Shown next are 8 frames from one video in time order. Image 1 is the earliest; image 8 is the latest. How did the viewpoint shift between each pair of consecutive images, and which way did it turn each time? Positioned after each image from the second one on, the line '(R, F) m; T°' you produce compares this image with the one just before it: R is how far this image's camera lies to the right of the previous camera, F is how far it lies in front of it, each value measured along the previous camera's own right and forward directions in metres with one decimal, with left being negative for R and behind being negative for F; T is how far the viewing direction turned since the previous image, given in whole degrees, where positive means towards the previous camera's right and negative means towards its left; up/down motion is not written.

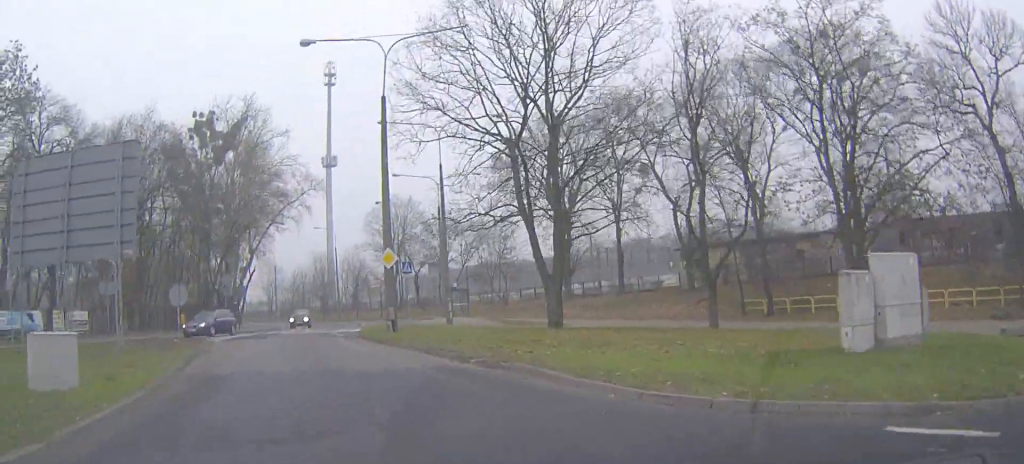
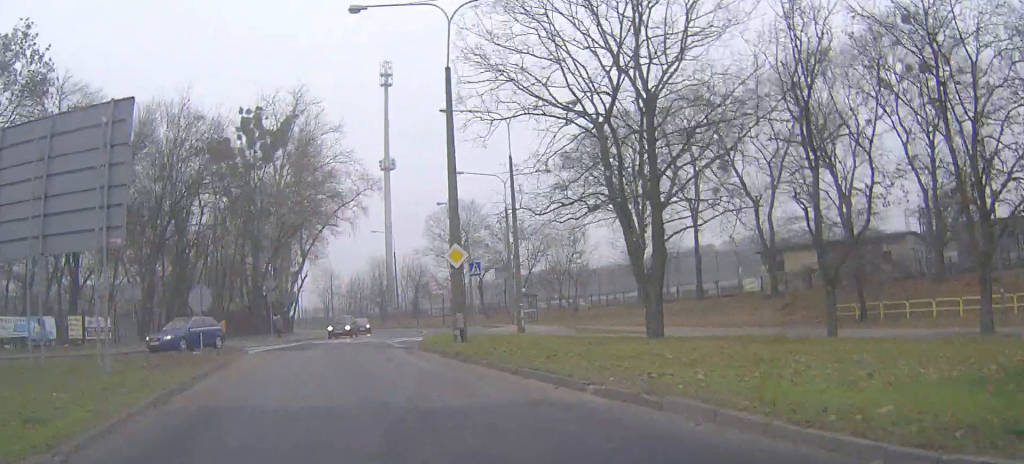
(-0.2, +4.3) m; -6°
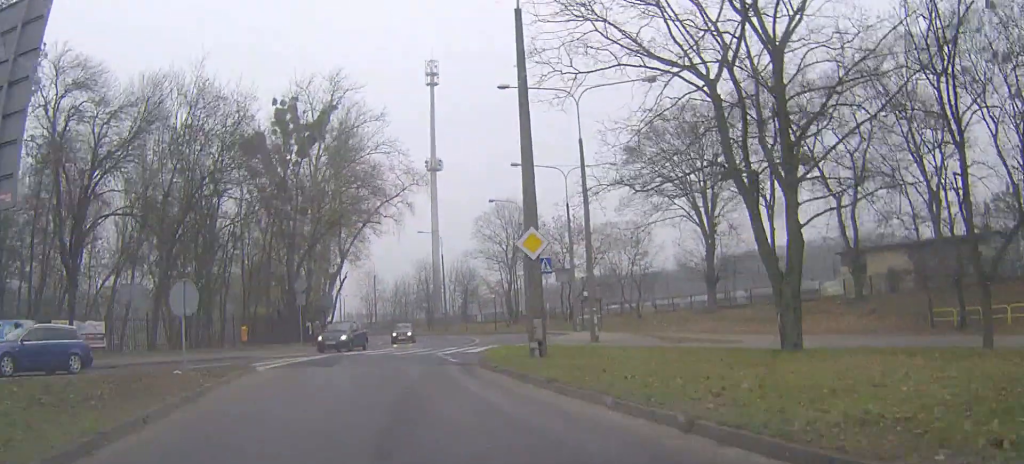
(-0.4, +5.9) m; -6°
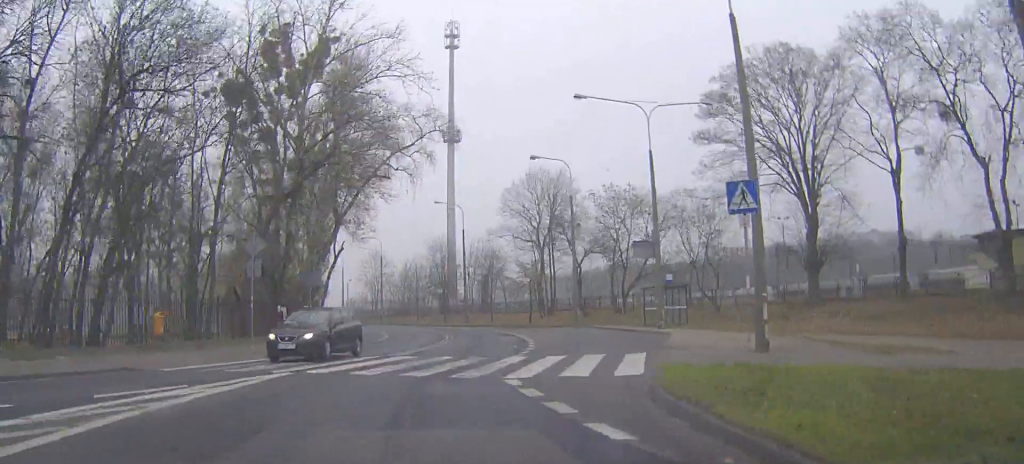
(-0.8, +15.0) m; -2°
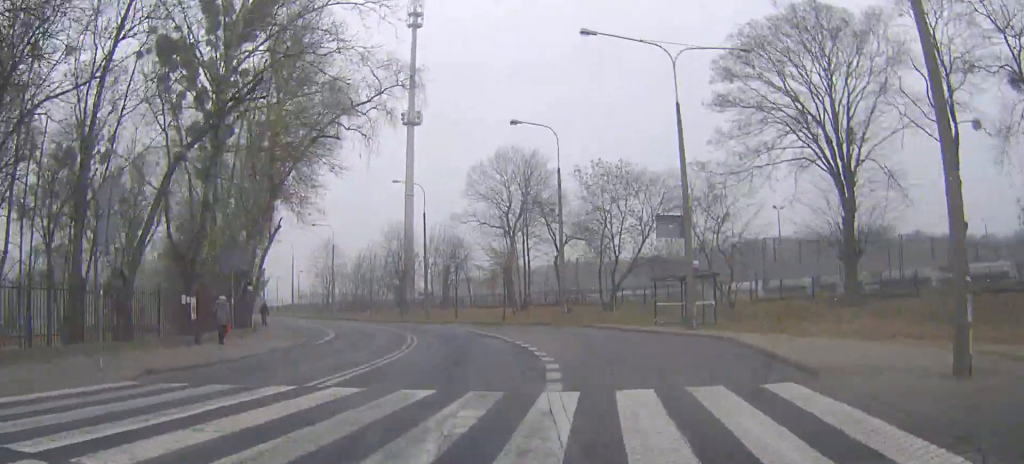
(+0.2, +9.4) m; +2°
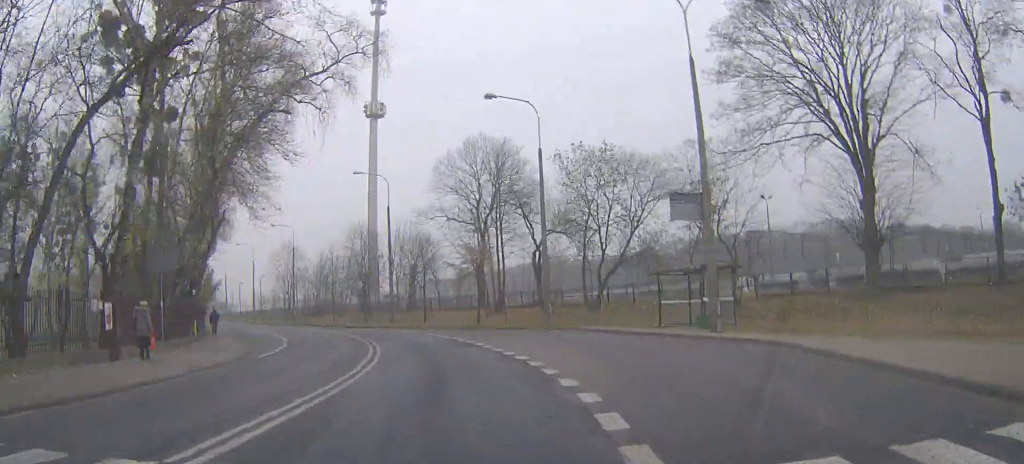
(0.0, +5.4) m; +2°
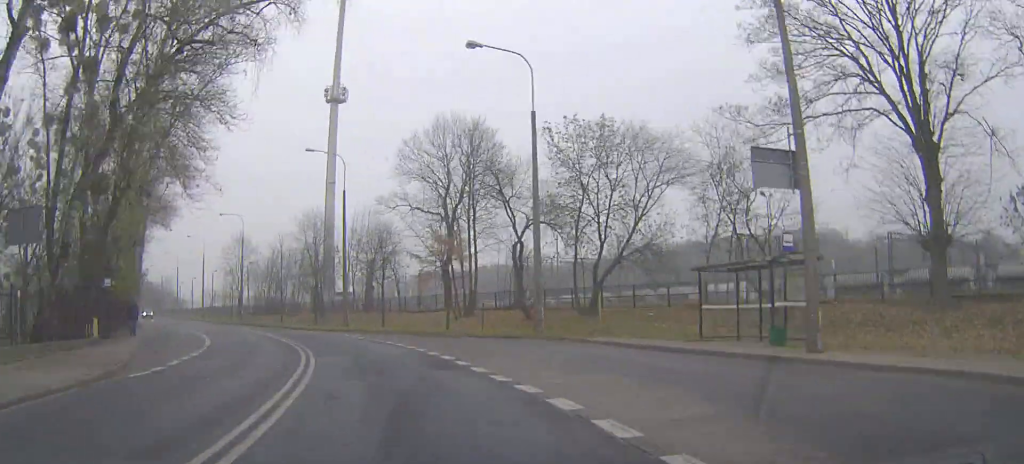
(+0.2, +8.1) m; +3°
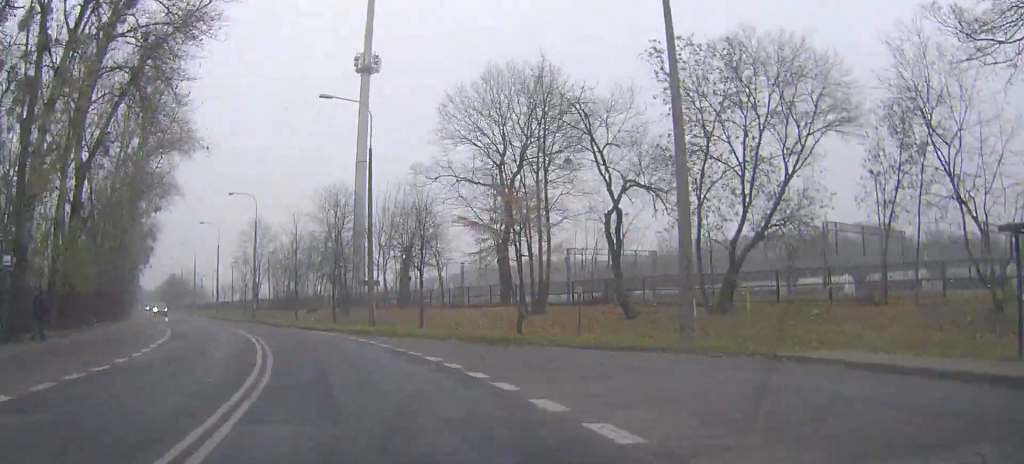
(+0.4, +12.7) m; 0°
